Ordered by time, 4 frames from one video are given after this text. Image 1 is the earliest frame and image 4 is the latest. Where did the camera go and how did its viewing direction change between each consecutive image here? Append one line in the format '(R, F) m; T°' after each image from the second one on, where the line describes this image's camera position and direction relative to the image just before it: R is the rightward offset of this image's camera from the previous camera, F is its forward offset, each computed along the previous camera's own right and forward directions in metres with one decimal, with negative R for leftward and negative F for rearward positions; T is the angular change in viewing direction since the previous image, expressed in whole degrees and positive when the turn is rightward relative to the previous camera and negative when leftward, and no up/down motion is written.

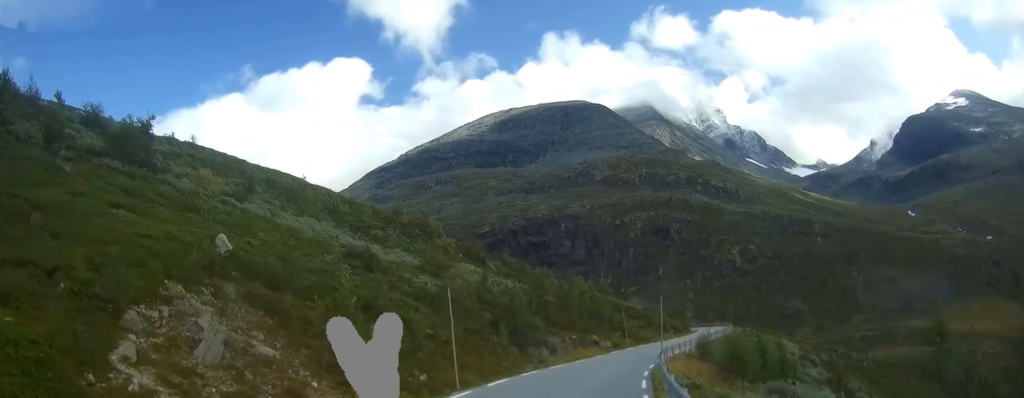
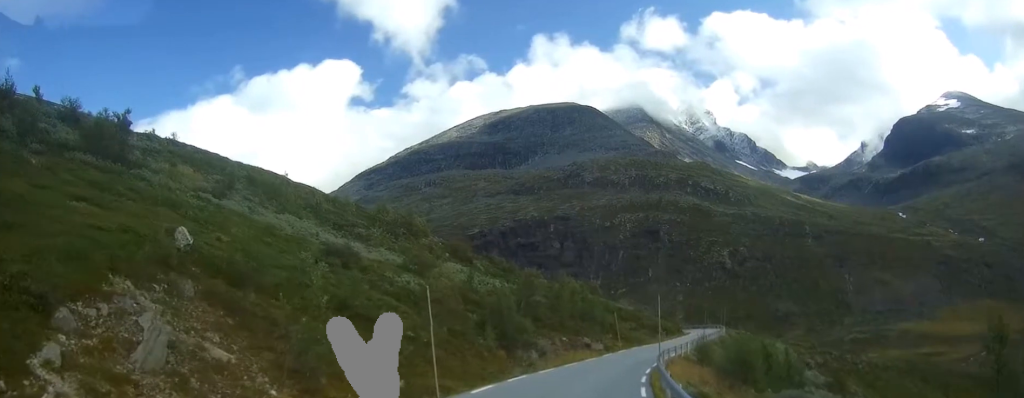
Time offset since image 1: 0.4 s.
(+0.1, +2.4) m; +1°
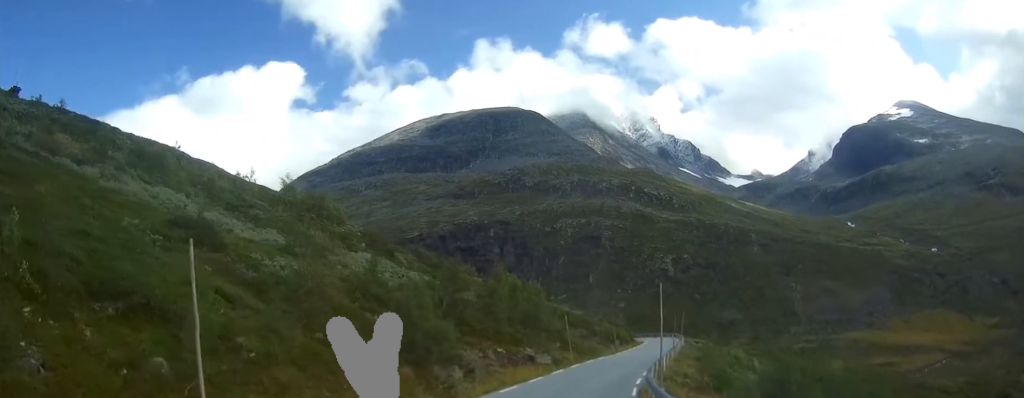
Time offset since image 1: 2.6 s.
(+0.4, +13.4) m; +6°
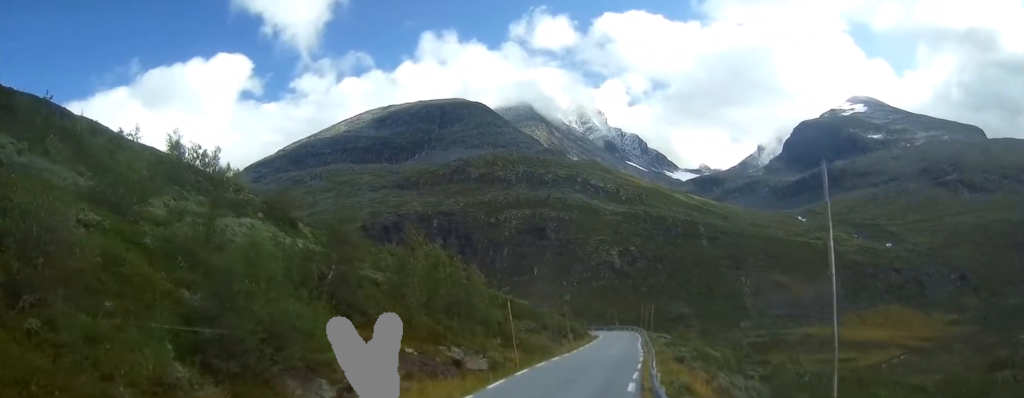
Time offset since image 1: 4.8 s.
(+0.8, +15.0) m; +4°
